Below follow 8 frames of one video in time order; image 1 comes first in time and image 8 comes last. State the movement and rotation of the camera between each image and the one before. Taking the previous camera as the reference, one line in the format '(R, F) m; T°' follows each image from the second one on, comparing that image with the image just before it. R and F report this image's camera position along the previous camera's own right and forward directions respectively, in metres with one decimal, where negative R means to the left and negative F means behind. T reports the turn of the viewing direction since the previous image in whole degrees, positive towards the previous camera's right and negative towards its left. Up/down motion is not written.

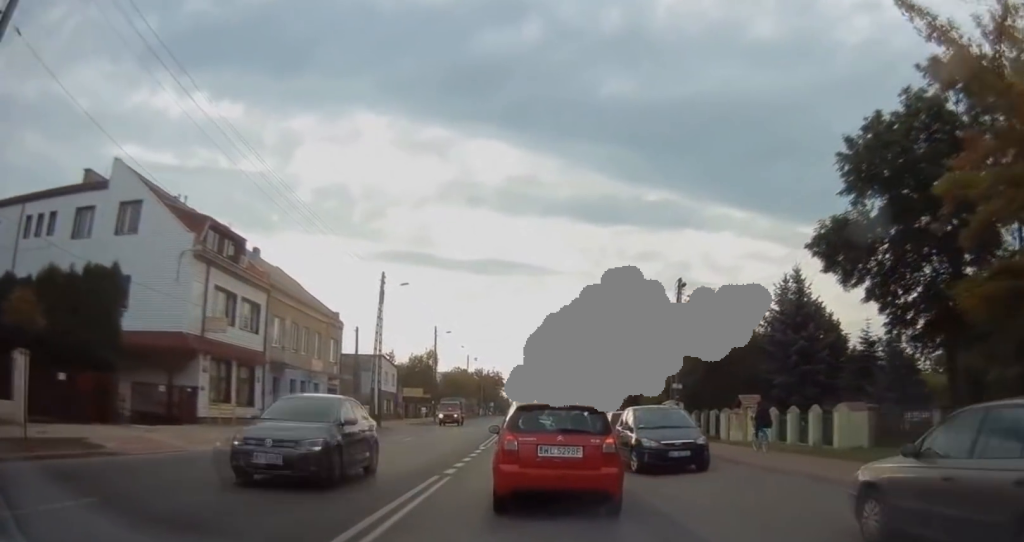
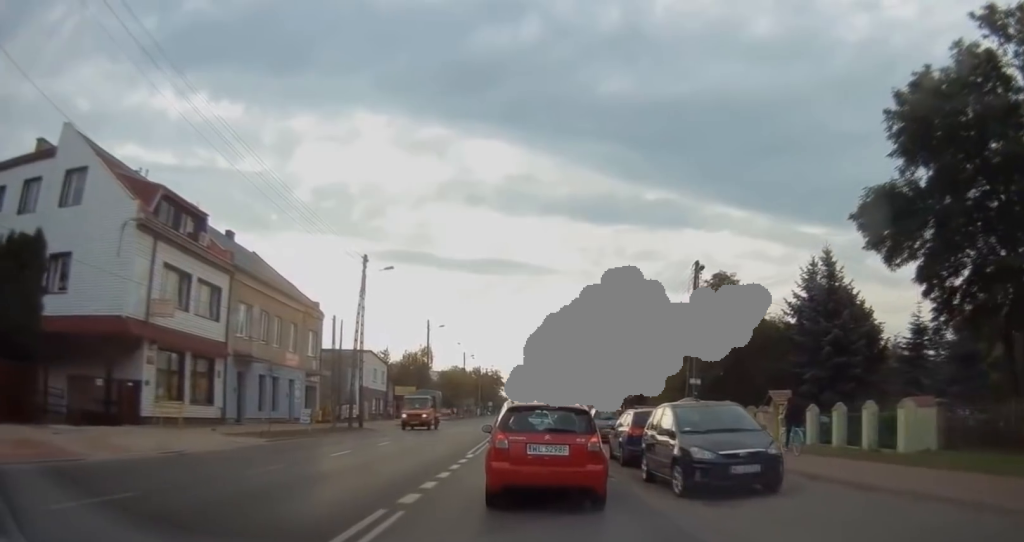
(-0.3, +5.0) m; 0°
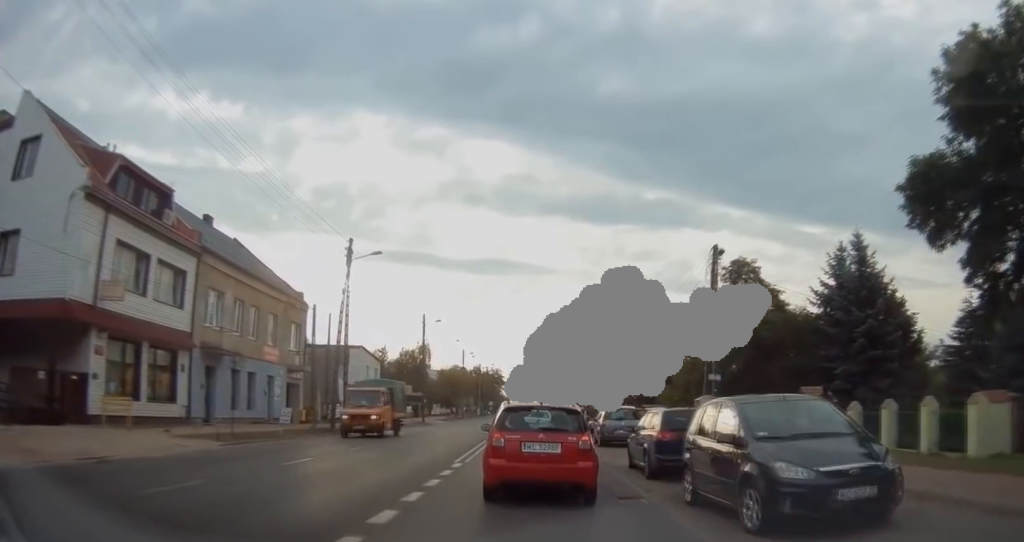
(+0.2, +3.9) m; 0°
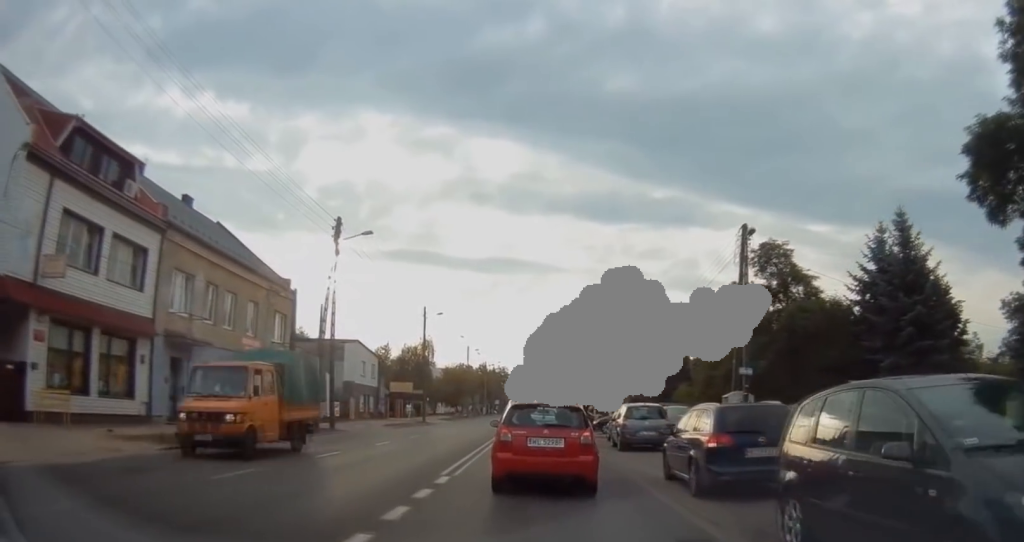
(-0.1, +4.1) m; 0°
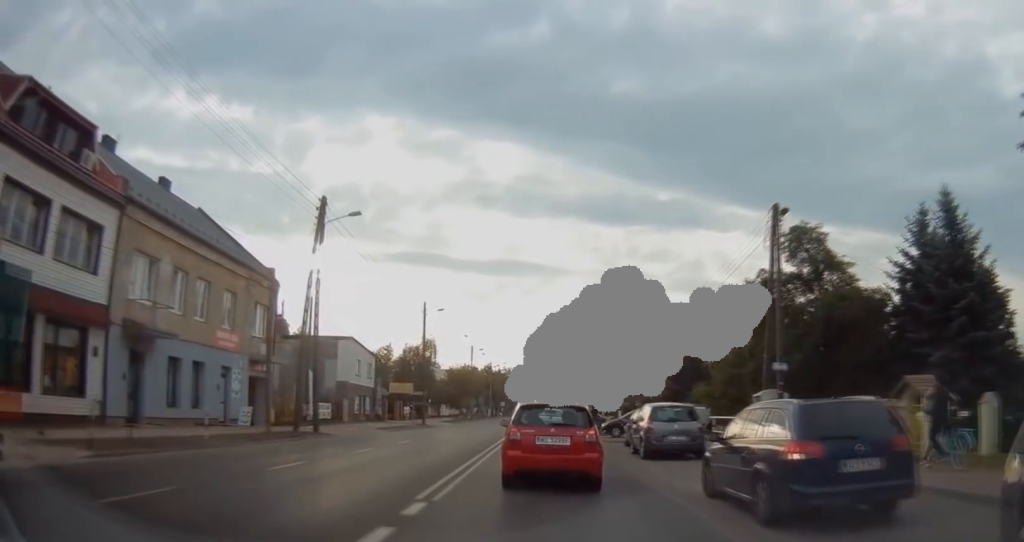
(-0.1, +3.7) m; 0°
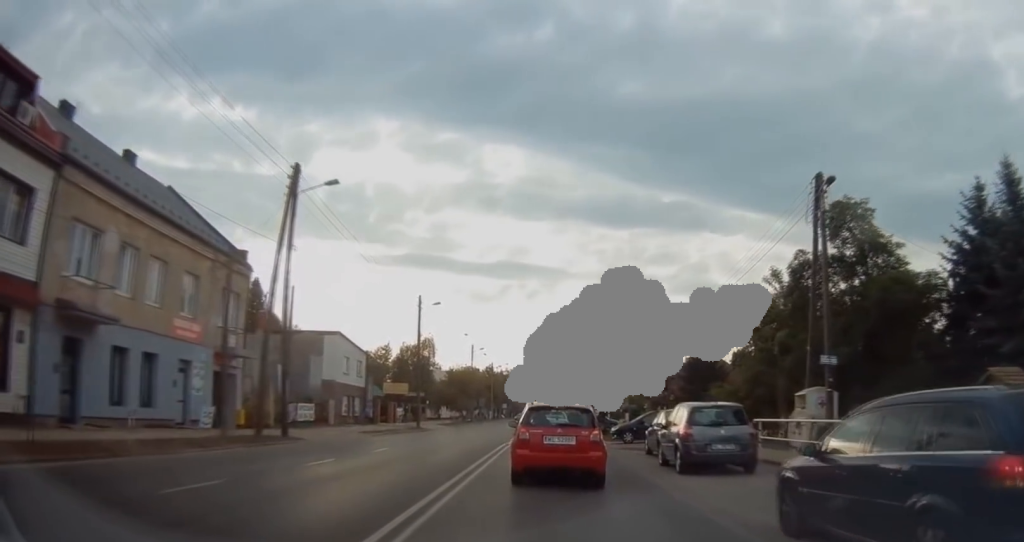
(+0.3, +4.4) m; -1°
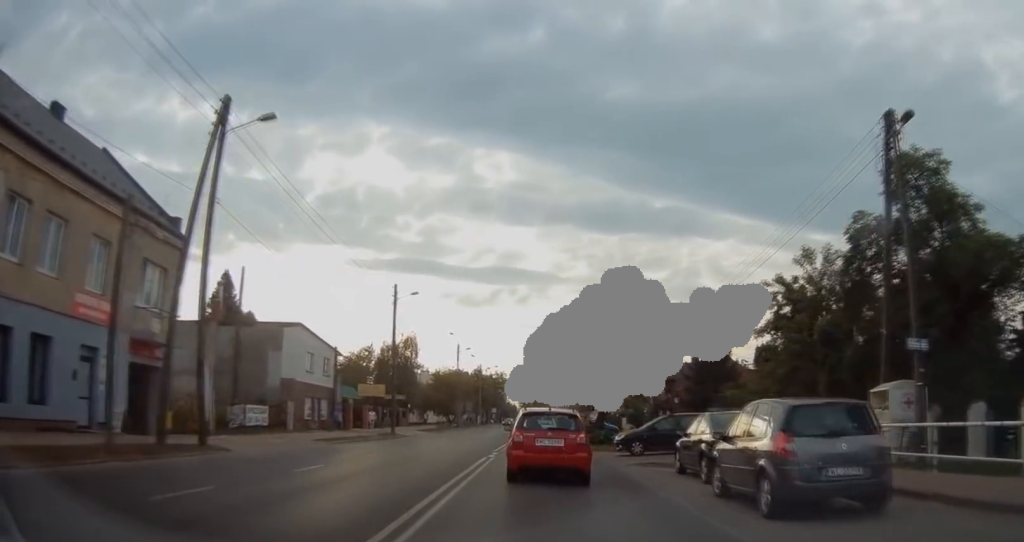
(-0.4, +6.6) m; 0°
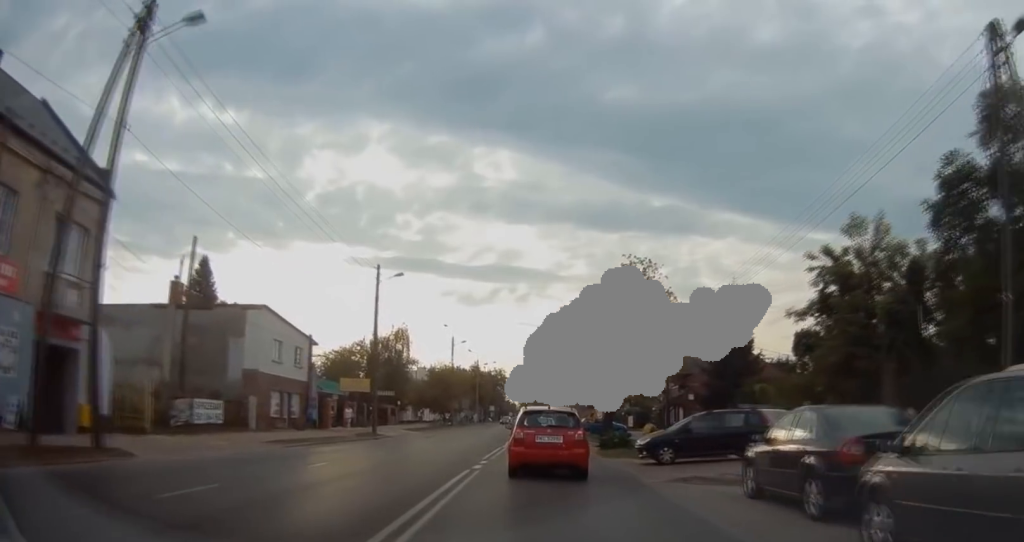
(+0.2, +5.0) m; +2°
